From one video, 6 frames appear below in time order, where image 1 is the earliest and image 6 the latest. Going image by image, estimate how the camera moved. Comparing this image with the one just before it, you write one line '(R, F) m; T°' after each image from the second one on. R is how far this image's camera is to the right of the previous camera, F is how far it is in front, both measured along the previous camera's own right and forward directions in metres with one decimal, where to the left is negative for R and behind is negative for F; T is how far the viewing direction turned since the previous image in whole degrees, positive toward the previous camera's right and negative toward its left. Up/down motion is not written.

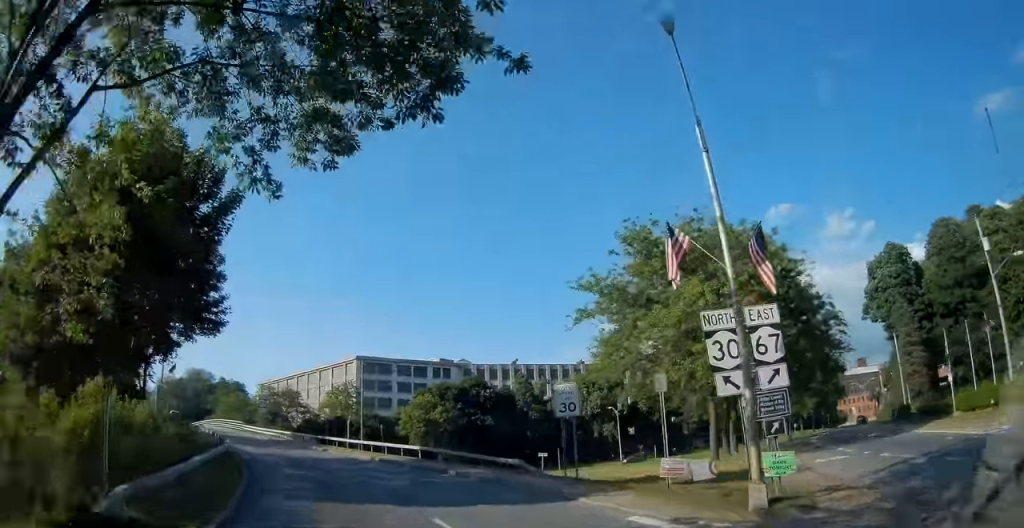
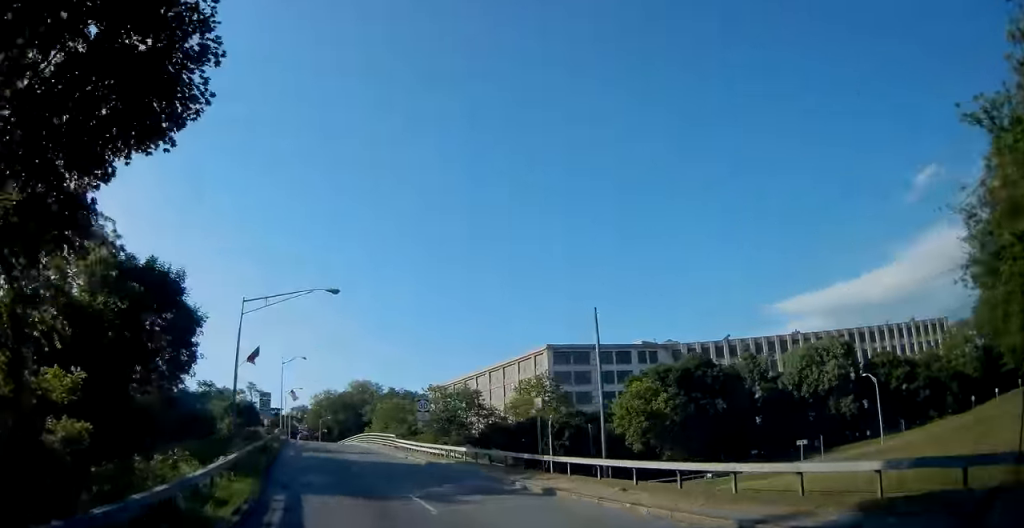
(-3.0, +20.3) m; -16°
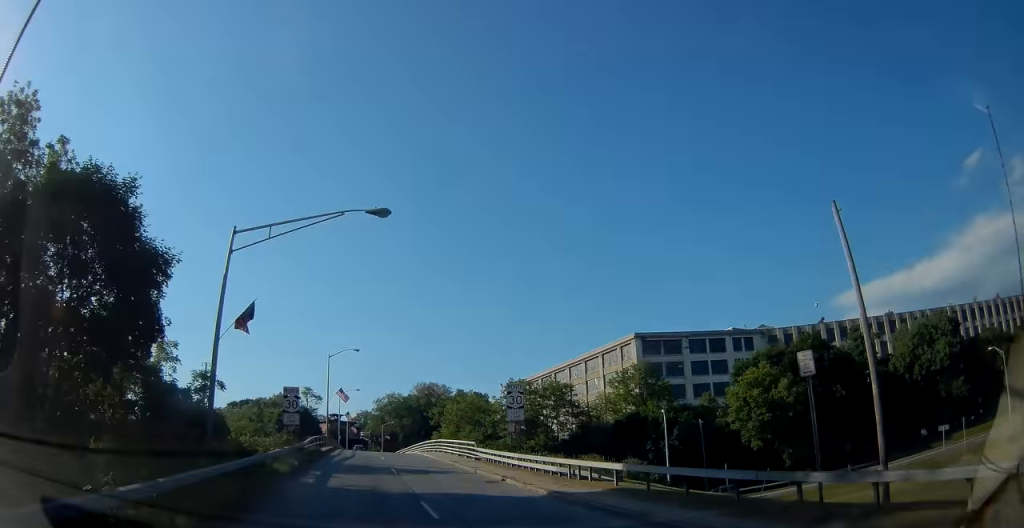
(-0.8, +12.6) m; -5°
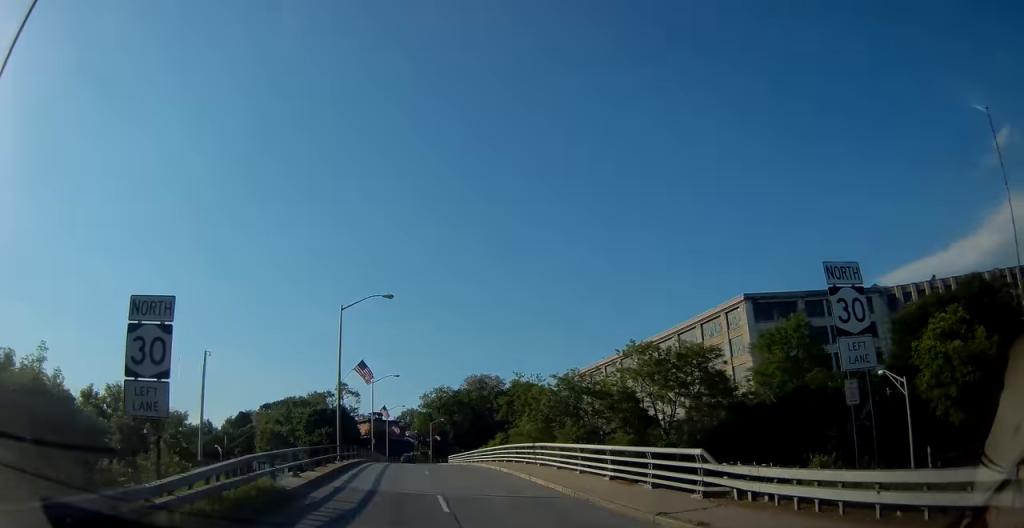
(-0.6, +22.4) m; -2°
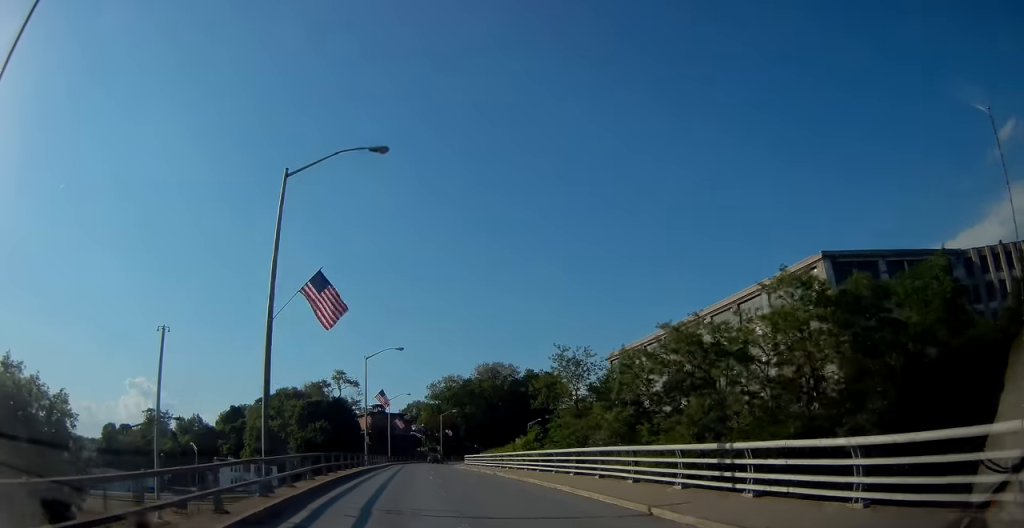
(0.0, +17.1) m; 0°
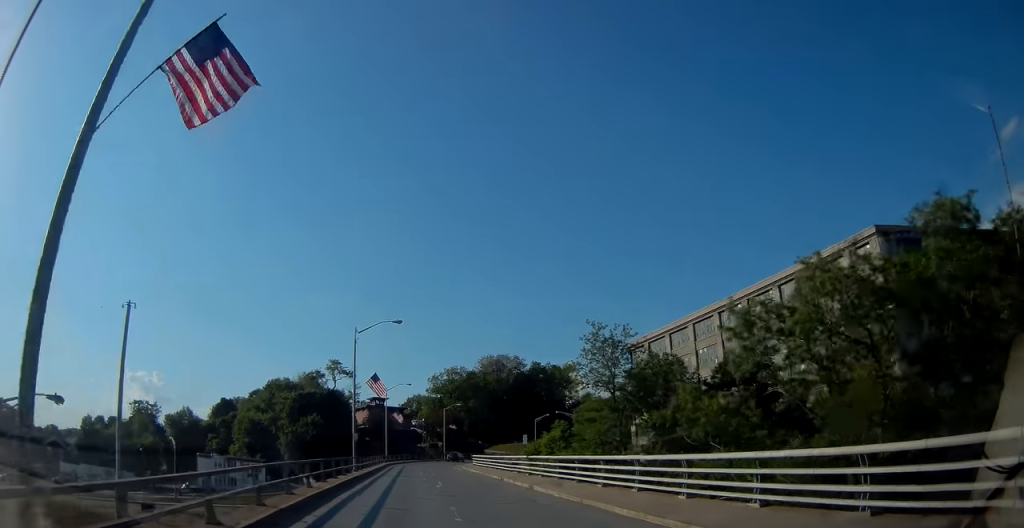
(0.0, +9.8) m; 0°
